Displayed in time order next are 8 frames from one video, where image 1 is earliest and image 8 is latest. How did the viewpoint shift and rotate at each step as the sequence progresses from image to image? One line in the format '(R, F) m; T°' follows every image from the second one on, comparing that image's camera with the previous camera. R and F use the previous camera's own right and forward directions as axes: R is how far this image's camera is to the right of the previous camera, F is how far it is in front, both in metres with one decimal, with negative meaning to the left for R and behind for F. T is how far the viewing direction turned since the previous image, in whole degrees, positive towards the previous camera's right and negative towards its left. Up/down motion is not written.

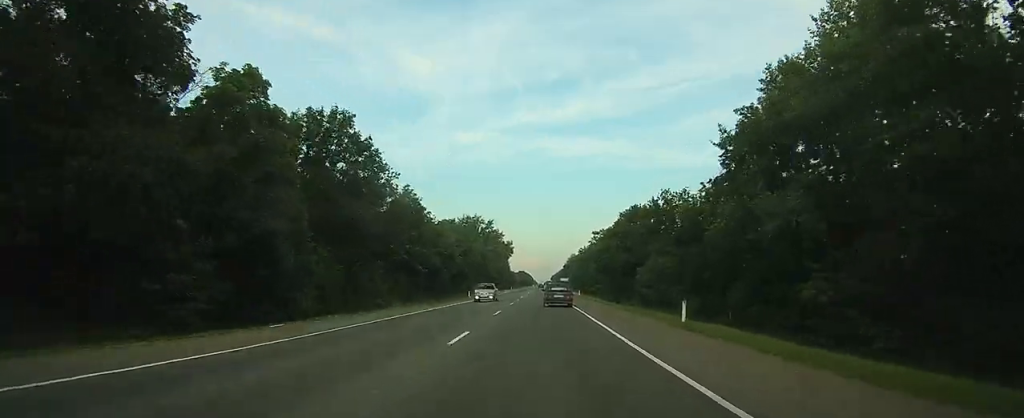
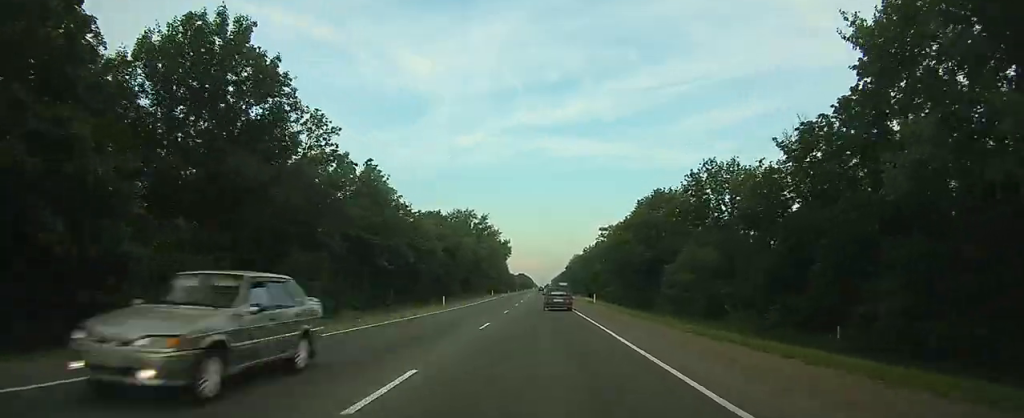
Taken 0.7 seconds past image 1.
(-0.1, +18.6) m; 0°
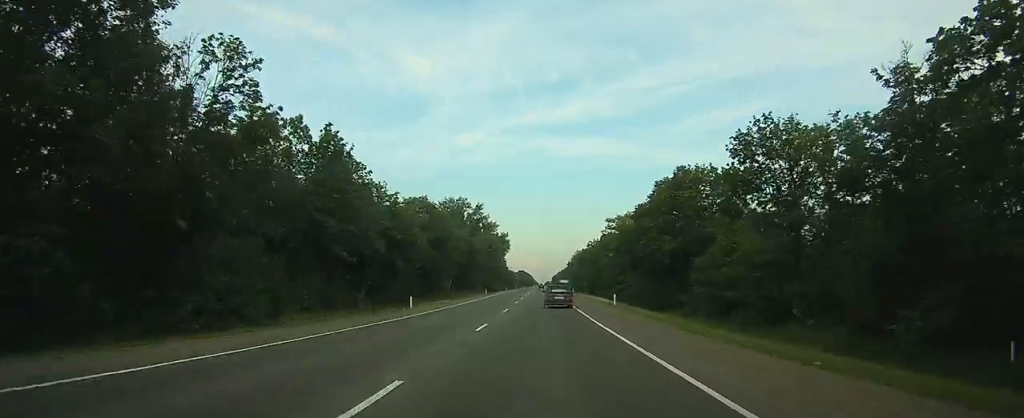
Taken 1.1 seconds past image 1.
(0.0, +13.0) m; 0°
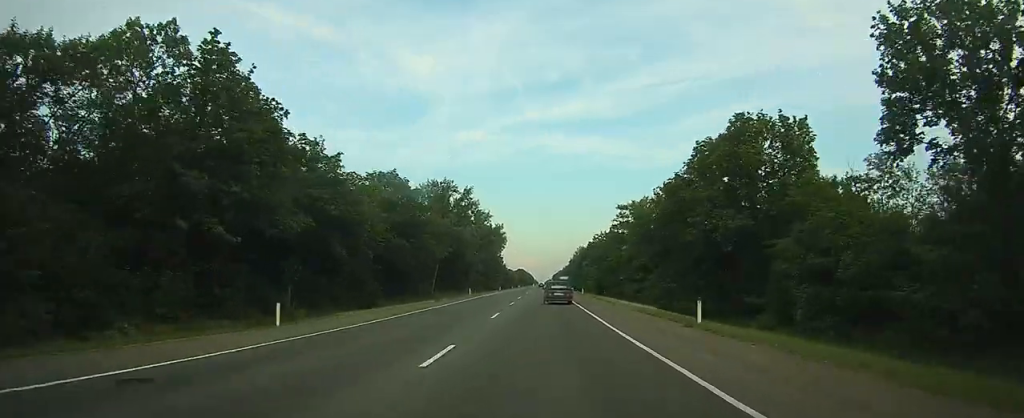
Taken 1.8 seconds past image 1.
(0.0, +19.6) m; 0°
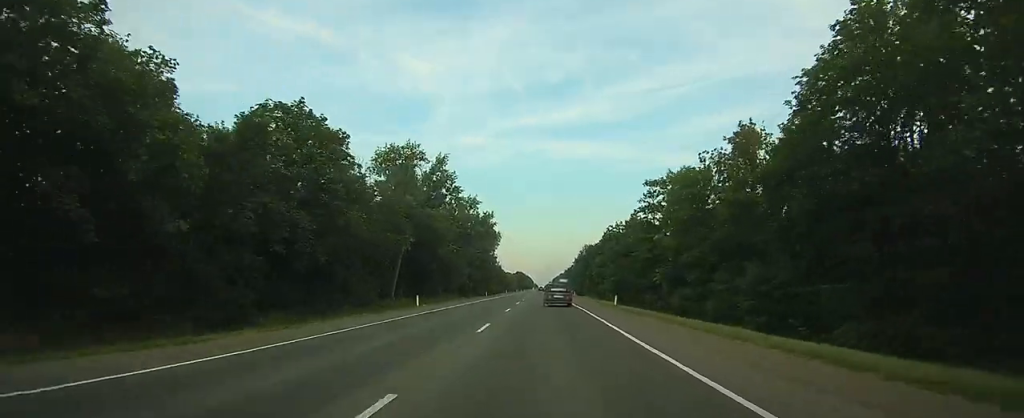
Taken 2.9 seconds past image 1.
(0.0, +29.0) m; 0°
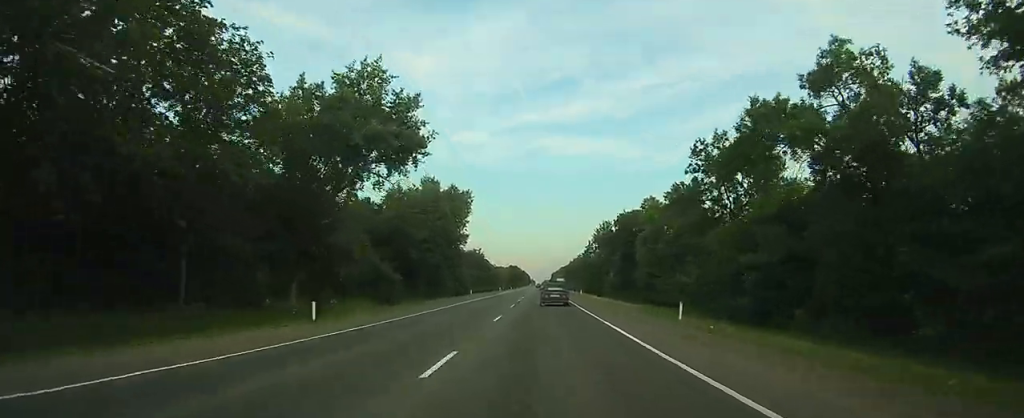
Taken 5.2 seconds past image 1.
(+0.1, +67.0) m; 0°
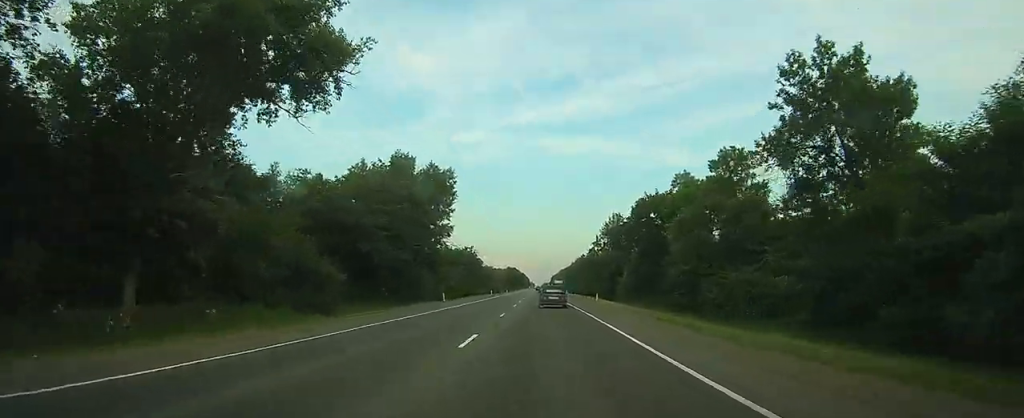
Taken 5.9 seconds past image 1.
(-0.1, +19.9) m; 0°
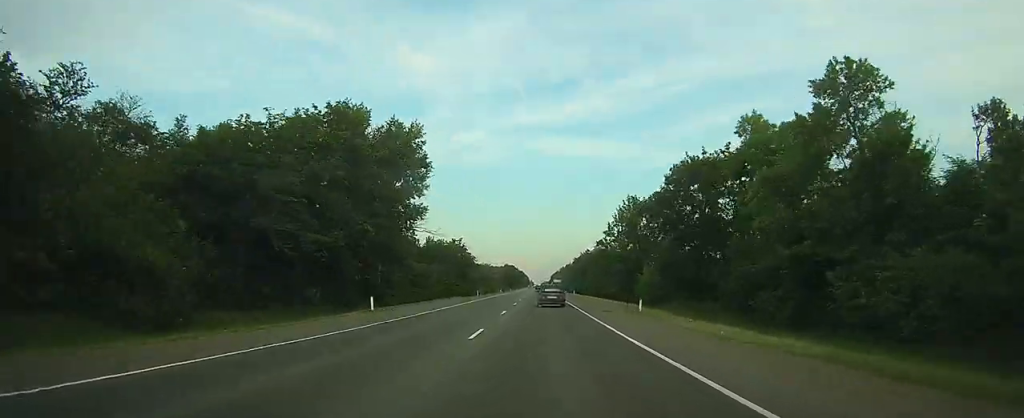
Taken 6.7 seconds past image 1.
(+0.1, +21.9) m; 0°
